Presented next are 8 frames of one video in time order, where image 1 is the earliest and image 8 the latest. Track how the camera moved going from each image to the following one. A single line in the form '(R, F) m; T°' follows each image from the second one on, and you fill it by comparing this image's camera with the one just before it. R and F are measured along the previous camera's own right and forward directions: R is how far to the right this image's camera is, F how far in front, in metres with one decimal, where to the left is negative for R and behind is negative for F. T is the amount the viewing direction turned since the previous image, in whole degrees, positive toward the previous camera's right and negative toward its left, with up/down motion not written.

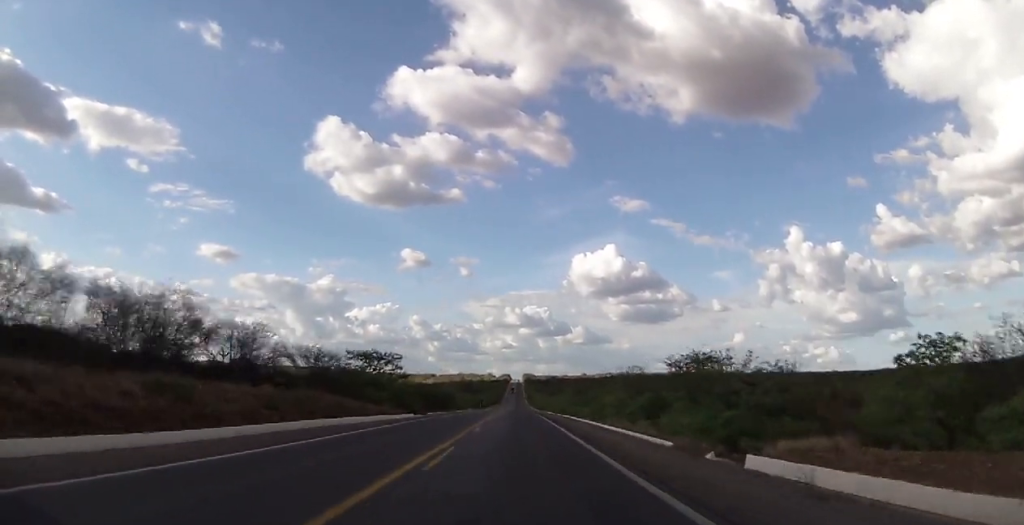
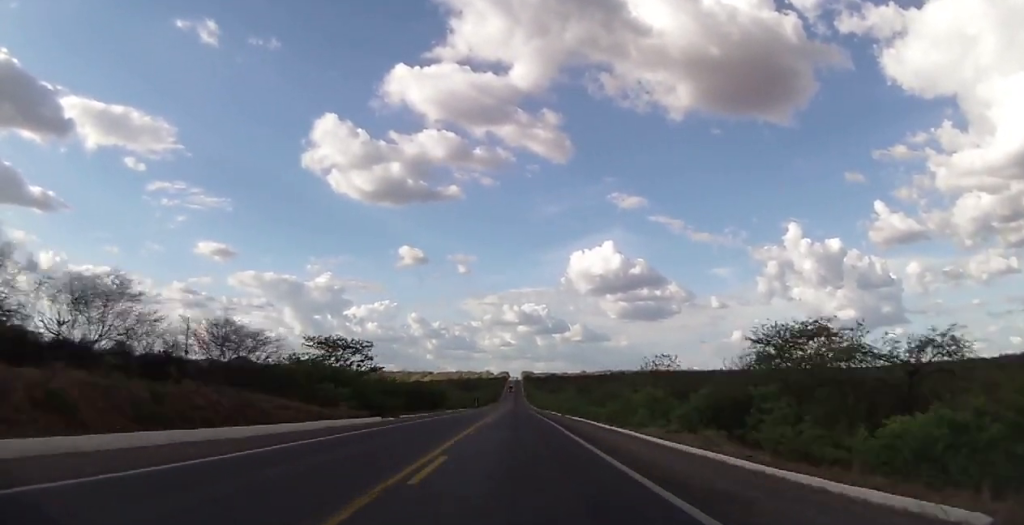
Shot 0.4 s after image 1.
(+0.1, +14.0) m; 0°
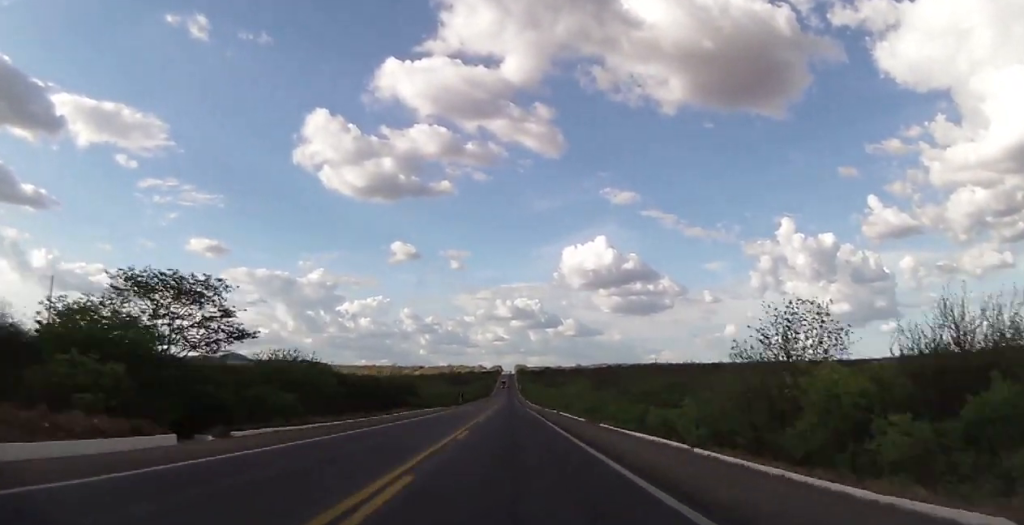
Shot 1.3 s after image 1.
(-0.4, +28.3) m; 0°
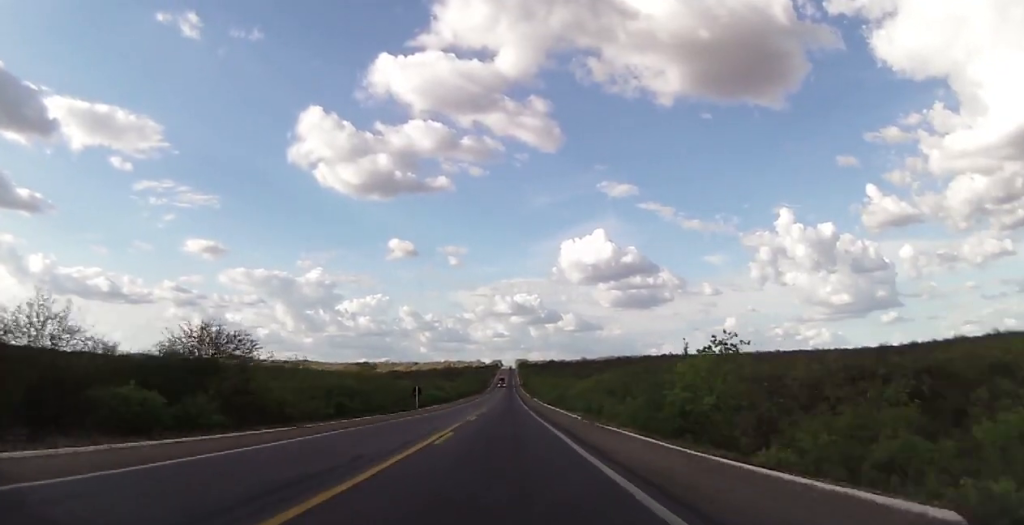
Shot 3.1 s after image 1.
(+0.9, +59.4) m; 0°
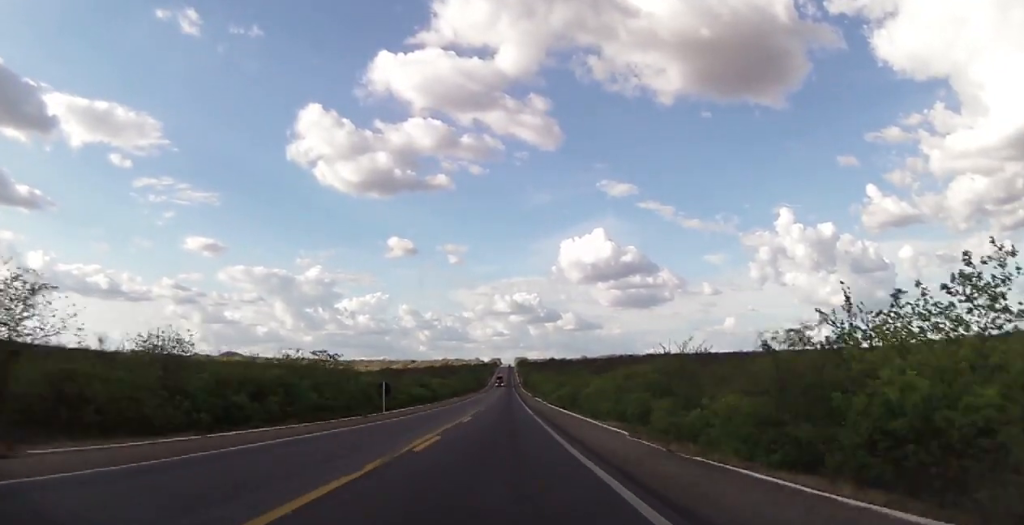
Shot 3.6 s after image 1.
(-0.1, +17.8) m; 0°
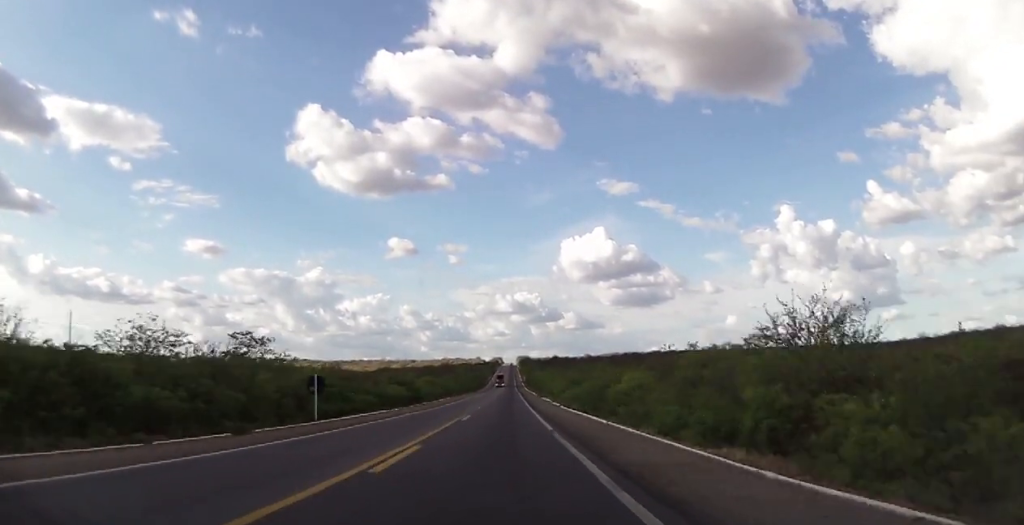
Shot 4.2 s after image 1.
(-0.3, +18.9) m; 0°
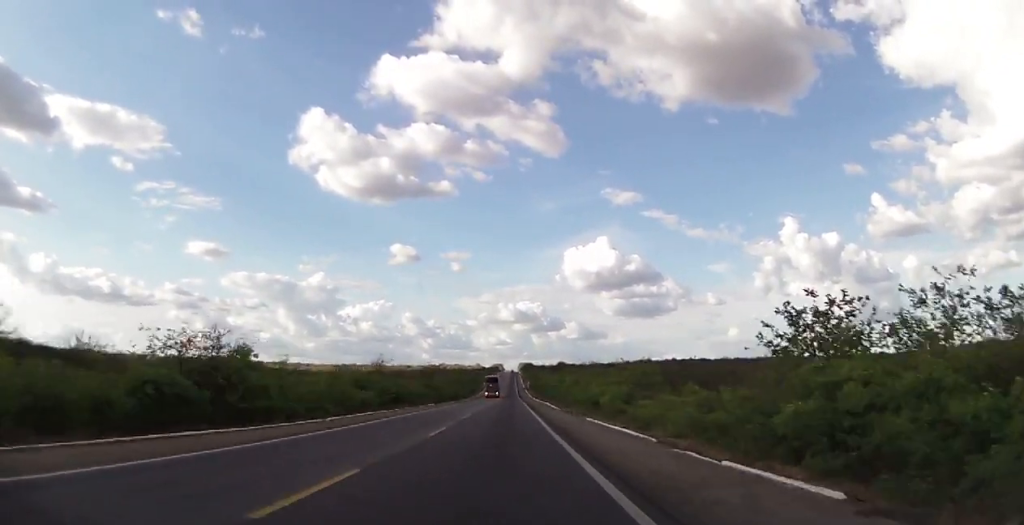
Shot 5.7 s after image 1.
(+0.4, +51.8) m; 0°
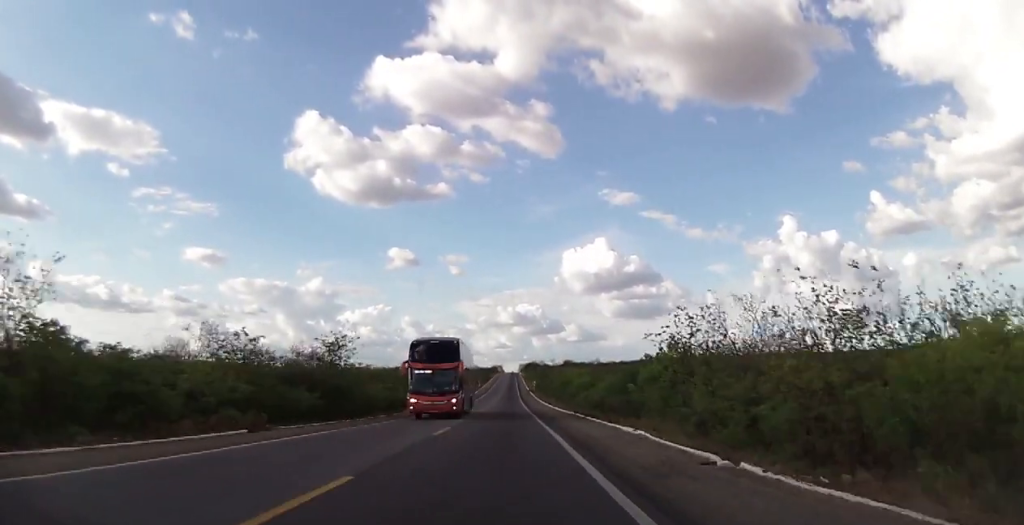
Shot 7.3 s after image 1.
(-0.5, +54.7) m; -1°
